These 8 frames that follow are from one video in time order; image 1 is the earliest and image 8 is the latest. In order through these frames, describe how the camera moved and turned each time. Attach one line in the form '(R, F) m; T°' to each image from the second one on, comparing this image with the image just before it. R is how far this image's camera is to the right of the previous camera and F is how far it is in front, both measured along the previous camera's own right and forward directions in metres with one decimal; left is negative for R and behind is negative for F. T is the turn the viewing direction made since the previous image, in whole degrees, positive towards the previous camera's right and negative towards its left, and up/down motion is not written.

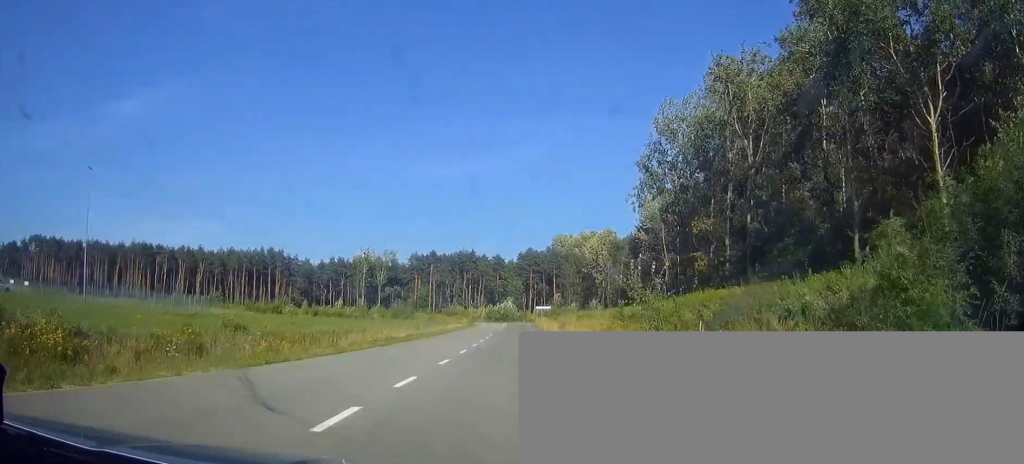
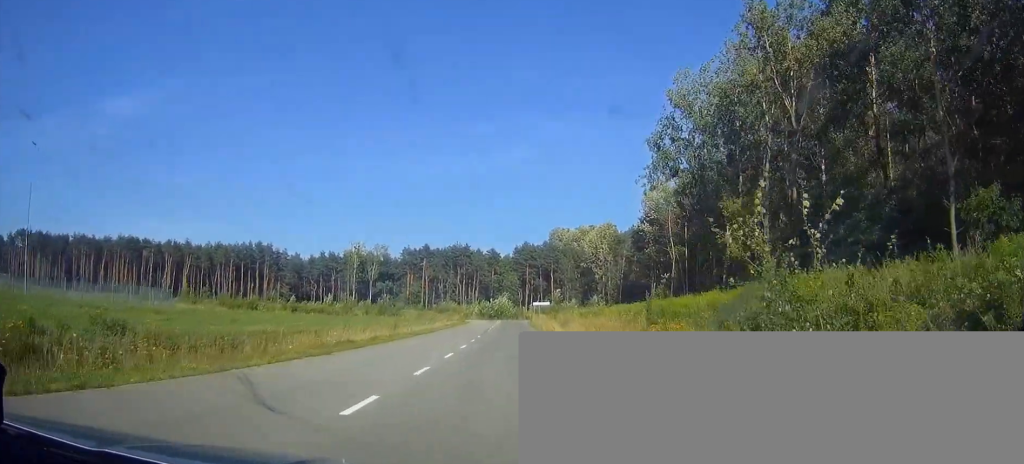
(0.0, +8.8) m; 0°
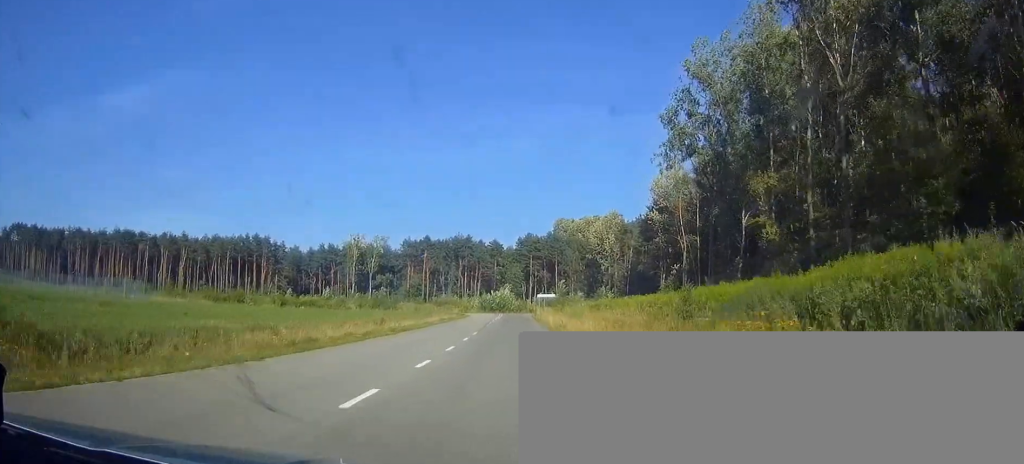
(0.0, +5.8) m; 0°
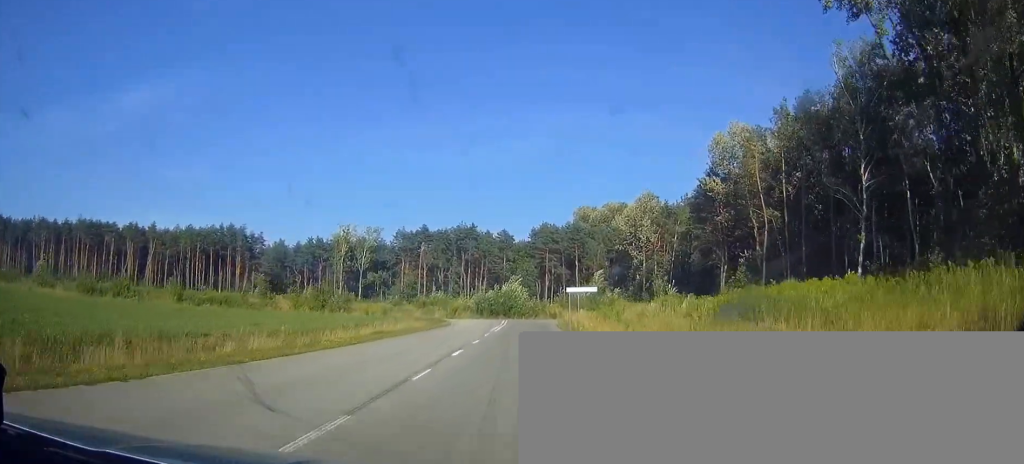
(0.0, +30.6) m; 0°
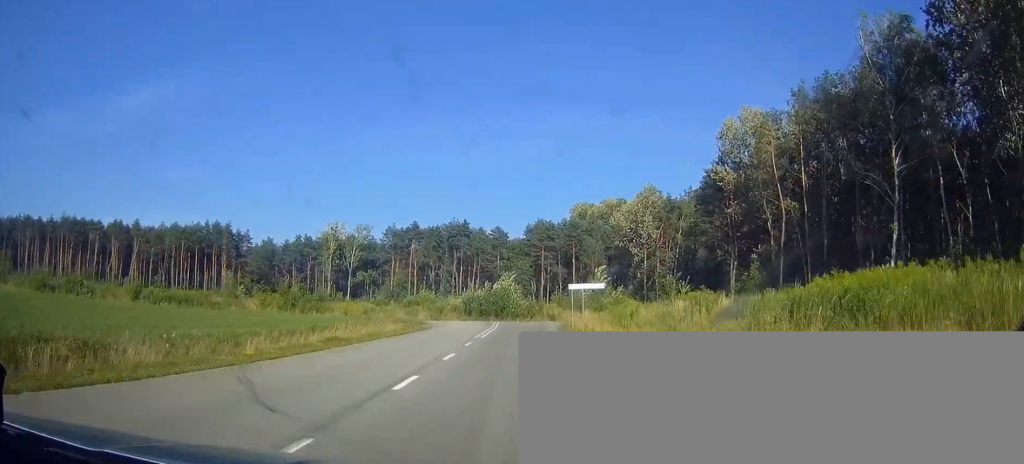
(0.0, +6.4) m; 0°
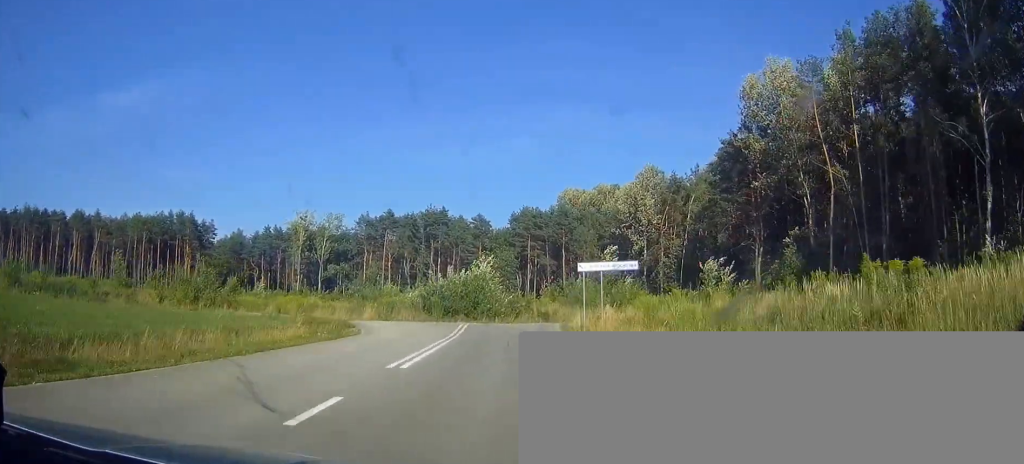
(0.0, +14.2) m; 0°
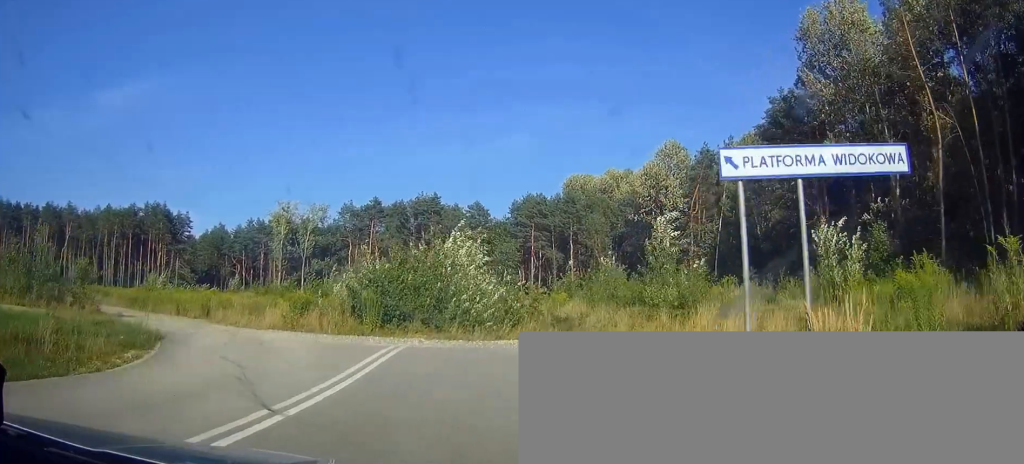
(0.0, +17.5) m; -2°
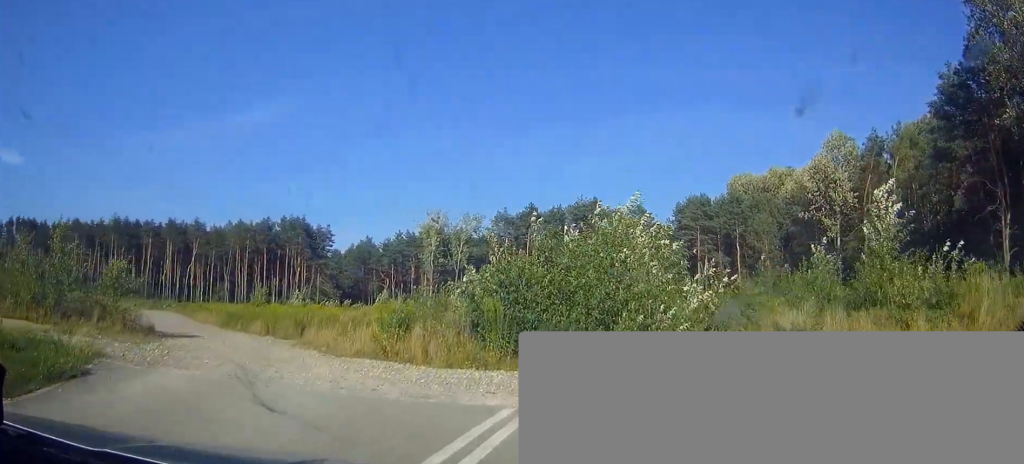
(-0.5, +9.6) m; -15°
